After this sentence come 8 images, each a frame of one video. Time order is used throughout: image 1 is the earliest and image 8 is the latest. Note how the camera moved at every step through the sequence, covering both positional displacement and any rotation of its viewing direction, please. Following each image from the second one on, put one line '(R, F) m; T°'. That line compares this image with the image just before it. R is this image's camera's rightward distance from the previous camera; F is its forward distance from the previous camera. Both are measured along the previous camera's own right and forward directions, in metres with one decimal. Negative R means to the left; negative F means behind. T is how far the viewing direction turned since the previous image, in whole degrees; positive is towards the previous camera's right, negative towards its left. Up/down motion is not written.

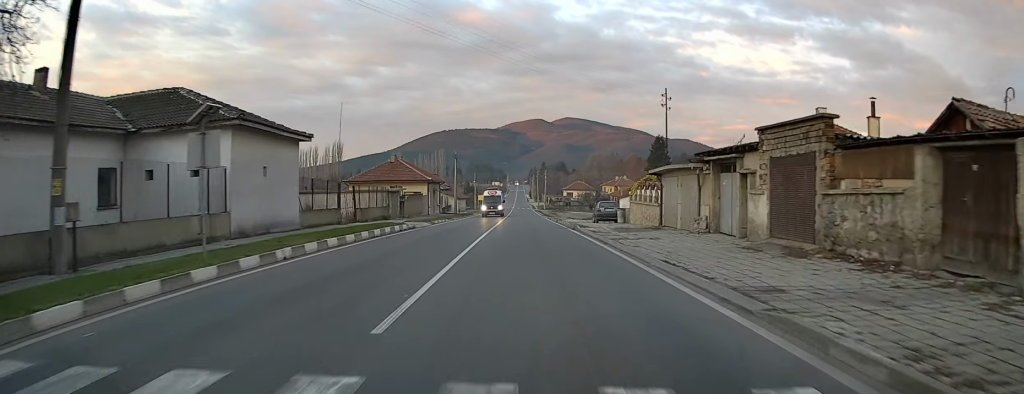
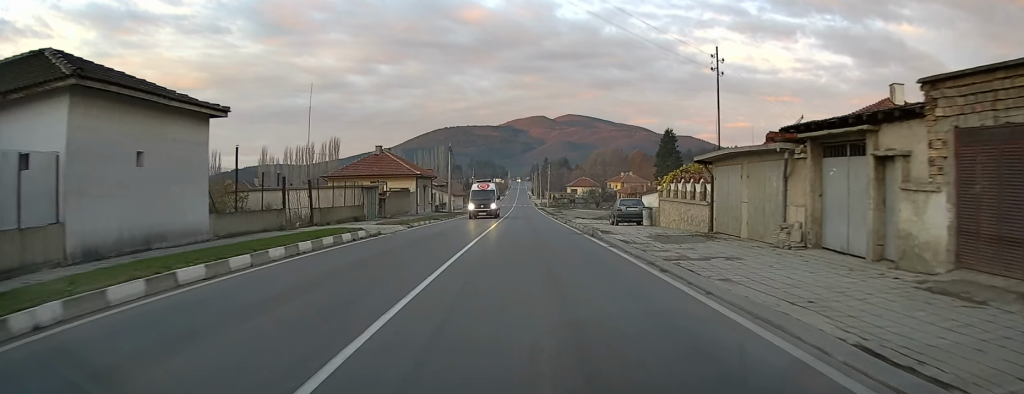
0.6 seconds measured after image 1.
(-0.1, +8.4) m; 0°
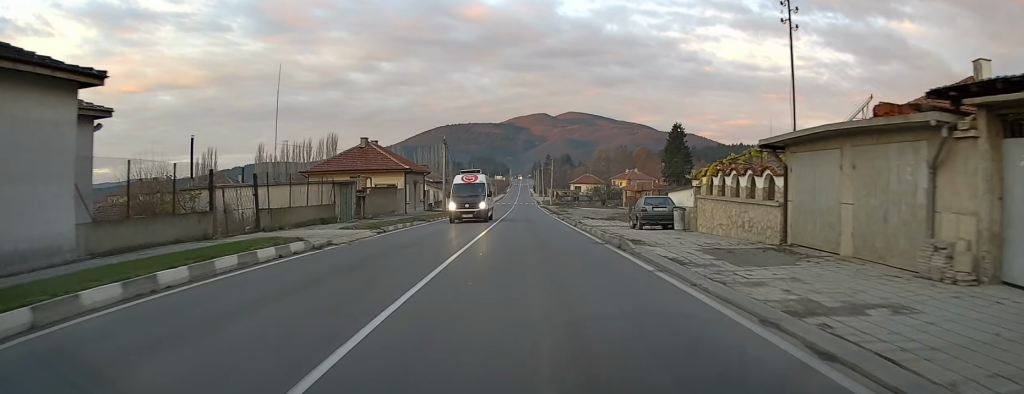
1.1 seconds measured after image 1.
(+0.1, +6.6) m; 0°
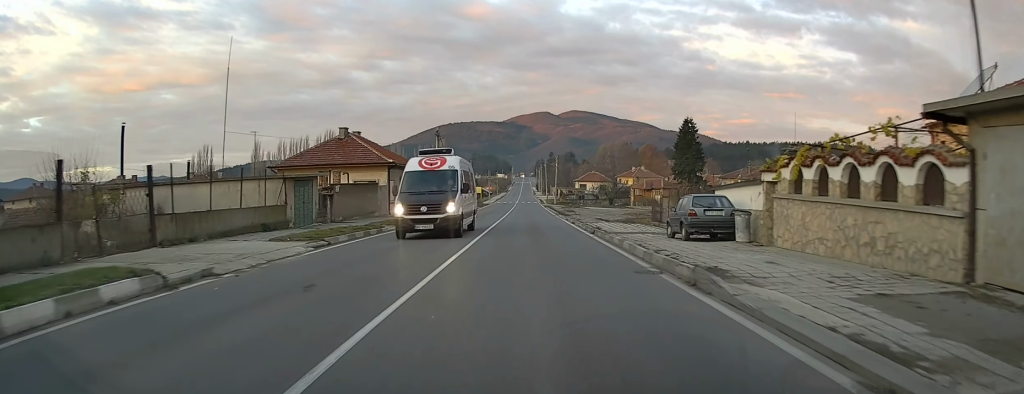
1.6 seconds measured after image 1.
(0.0, +7.6) m; 0°
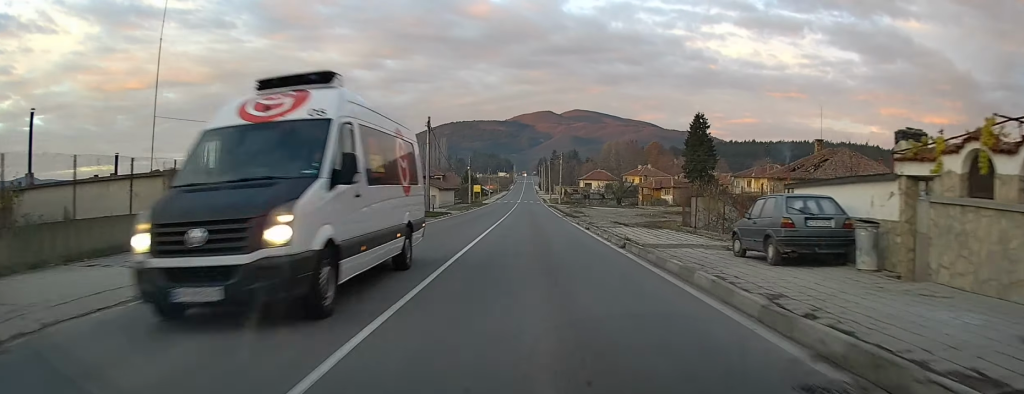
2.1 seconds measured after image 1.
(0.0, +7.2) m; 0°
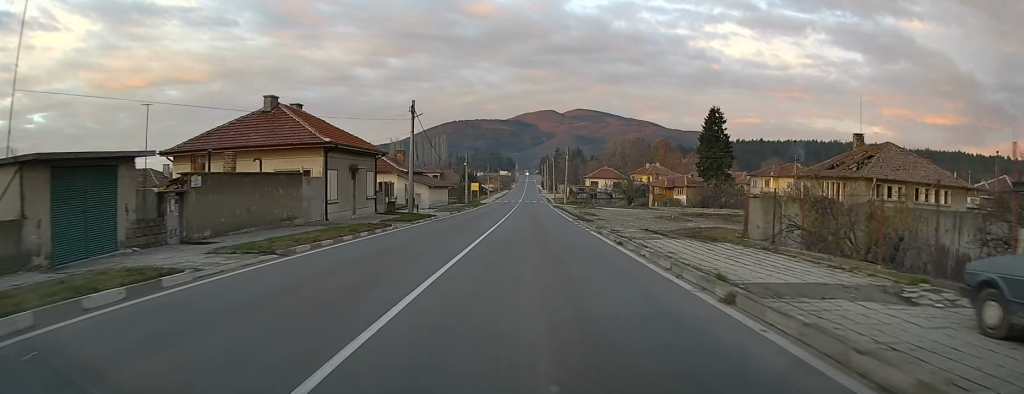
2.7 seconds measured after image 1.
(0.0, +9.1) m; 0°
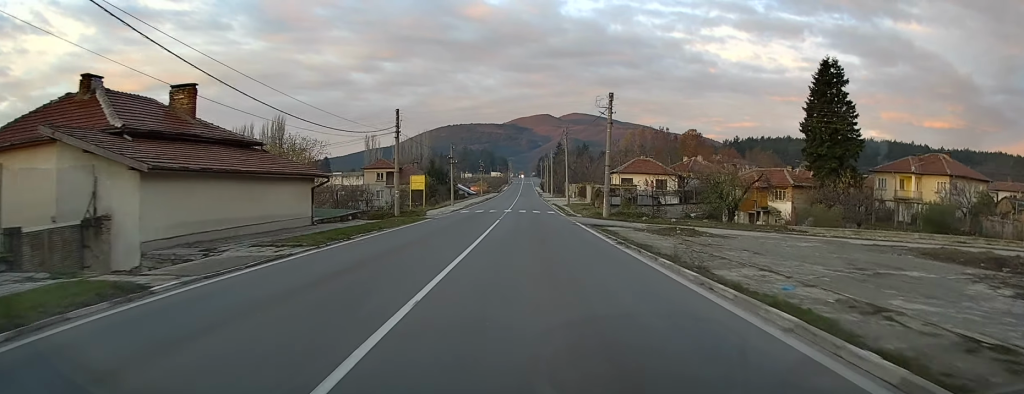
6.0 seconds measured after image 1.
(+0.1, +48.8) m; 0°
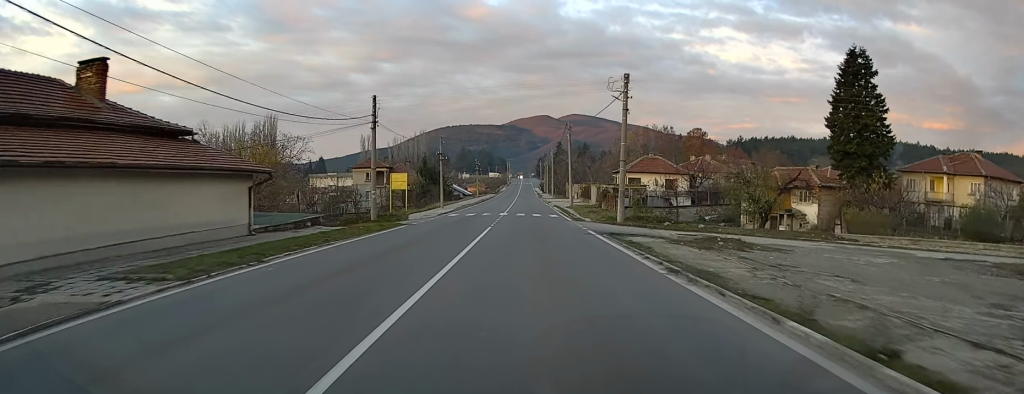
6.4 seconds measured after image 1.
(-0.1, +6.8) m; 0°
